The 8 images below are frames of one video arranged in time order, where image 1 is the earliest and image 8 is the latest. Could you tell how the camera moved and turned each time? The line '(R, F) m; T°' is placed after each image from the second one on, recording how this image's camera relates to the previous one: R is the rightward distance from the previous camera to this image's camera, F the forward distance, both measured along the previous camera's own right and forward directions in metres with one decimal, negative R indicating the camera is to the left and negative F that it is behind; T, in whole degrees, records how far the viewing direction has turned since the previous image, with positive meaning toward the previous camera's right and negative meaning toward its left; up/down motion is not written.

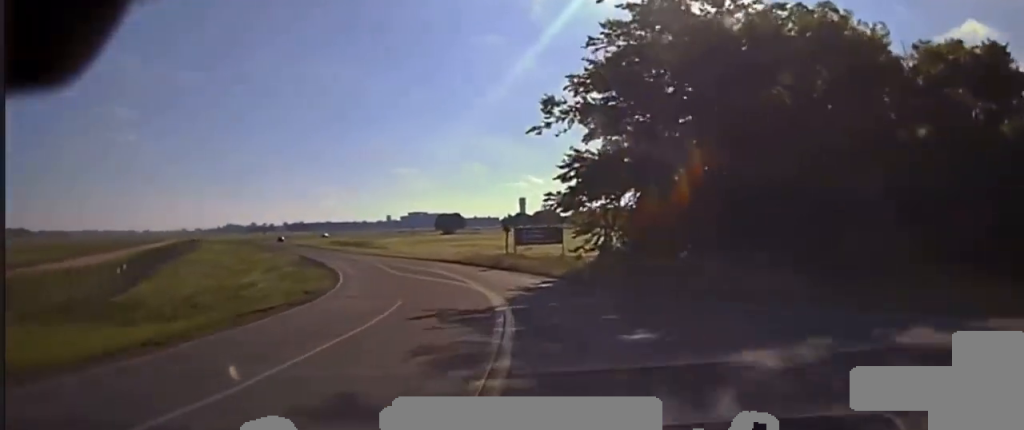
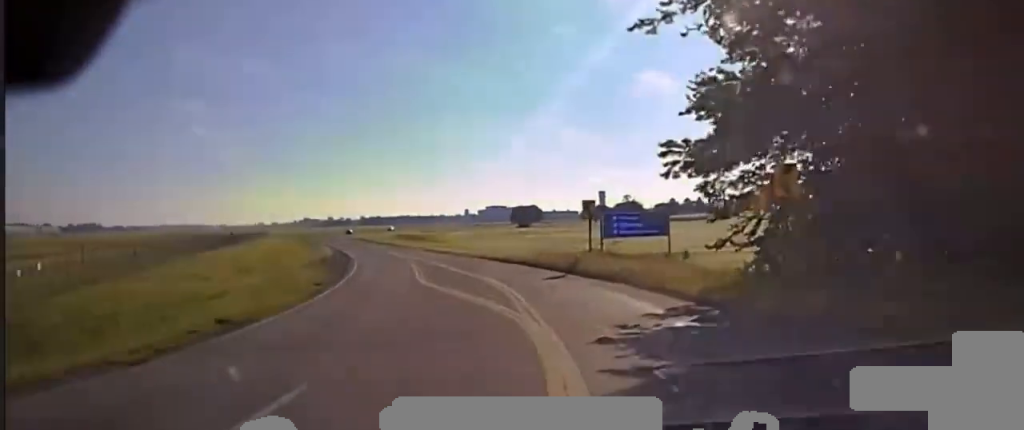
(-0.7, +17.7) m; -5°
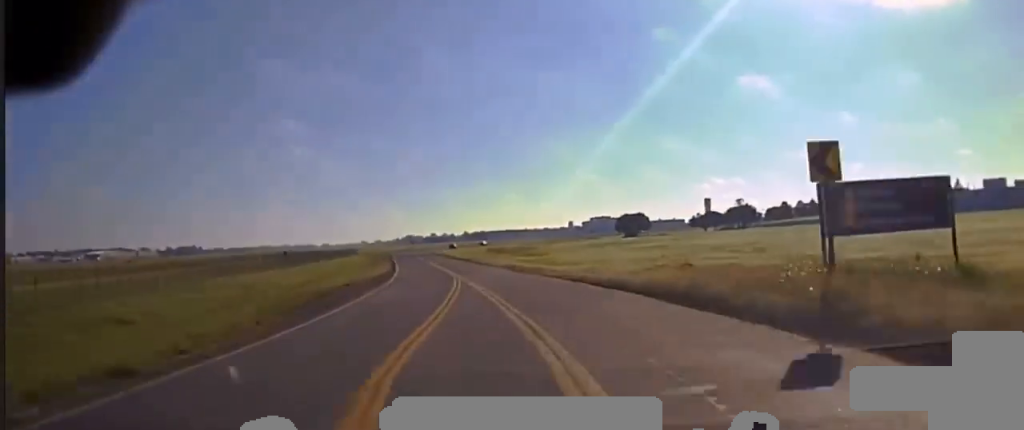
(-1.2, +23.5) m; -6°
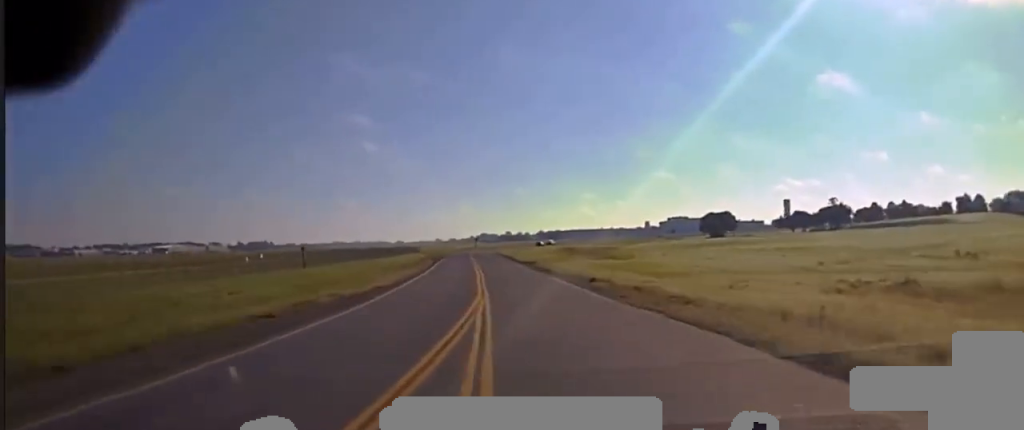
(-1.4, +26.5) m; -6°
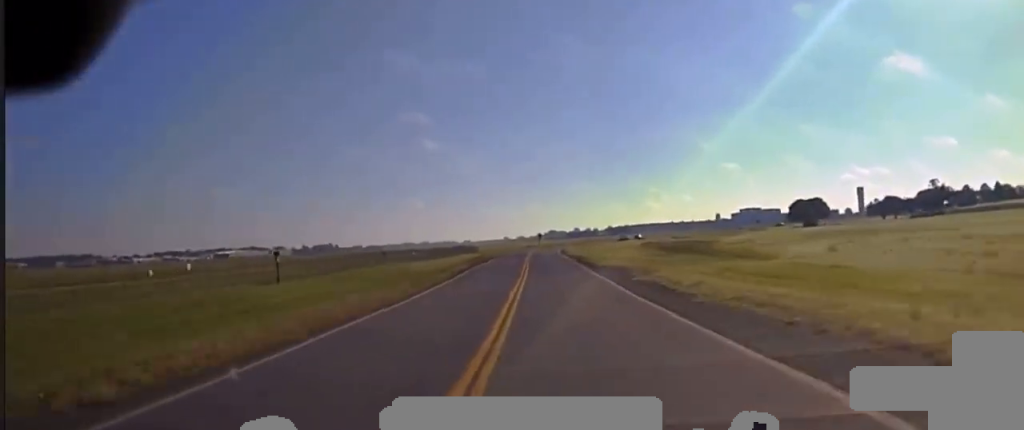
(-1.8, +34.5) m; -4°
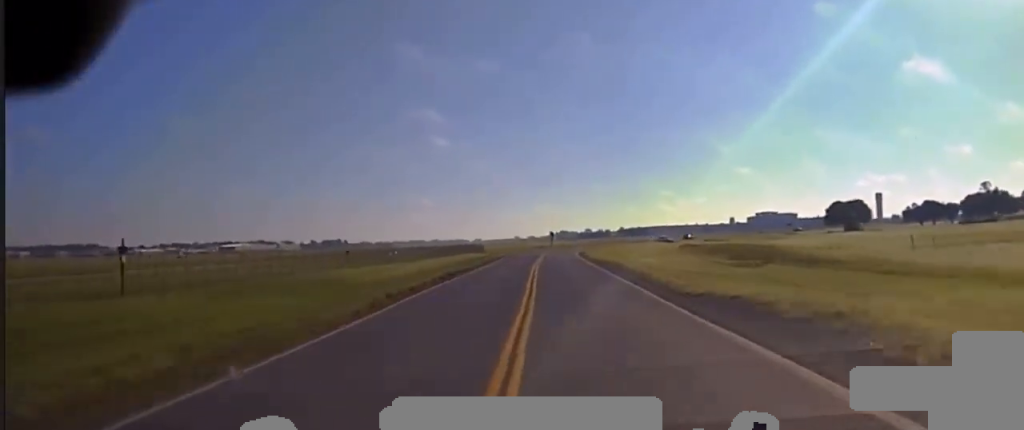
(-0.3, +27.0) m; -2°
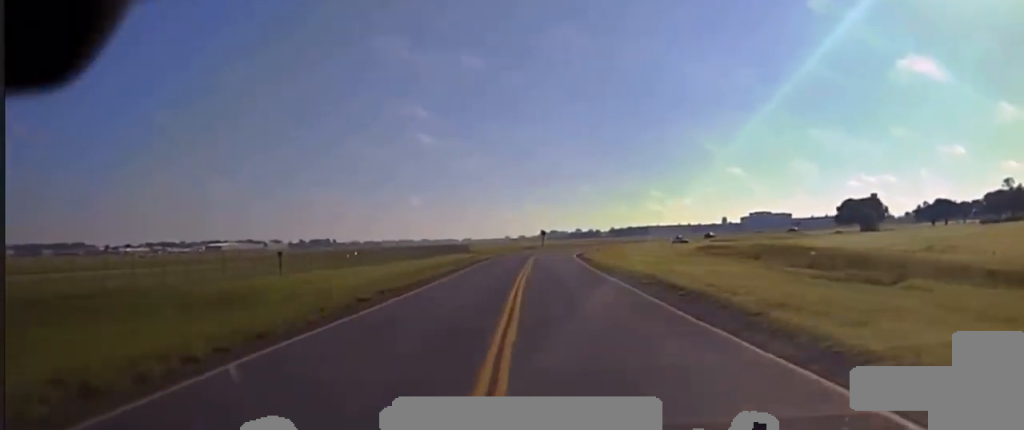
(-0.4, +16.8) m; -1°
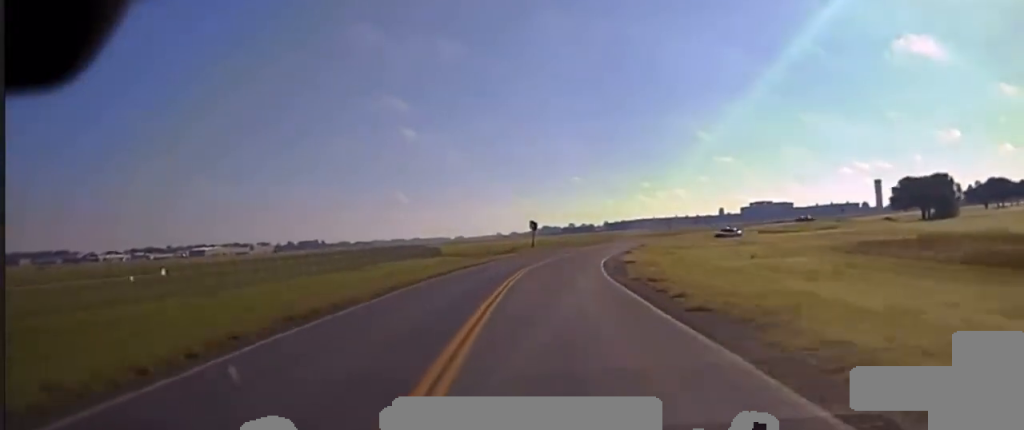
(0.0, +43.0) m; +1°
